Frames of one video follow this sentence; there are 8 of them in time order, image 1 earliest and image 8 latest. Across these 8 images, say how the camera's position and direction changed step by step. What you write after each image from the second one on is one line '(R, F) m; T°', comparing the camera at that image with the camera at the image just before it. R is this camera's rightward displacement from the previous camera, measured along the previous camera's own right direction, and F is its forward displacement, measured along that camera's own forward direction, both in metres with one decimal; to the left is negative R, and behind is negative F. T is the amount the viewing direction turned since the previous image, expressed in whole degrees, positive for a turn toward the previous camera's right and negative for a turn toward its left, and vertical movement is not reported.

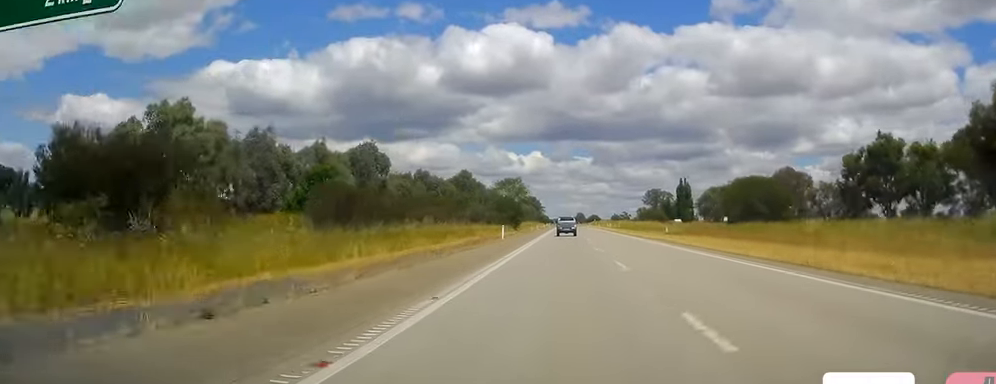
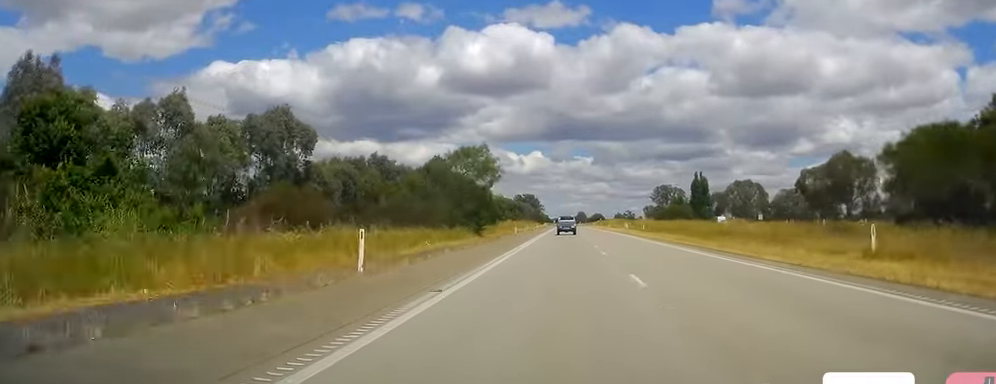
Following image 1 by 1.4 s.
(0.0, +41.2) m; 0°
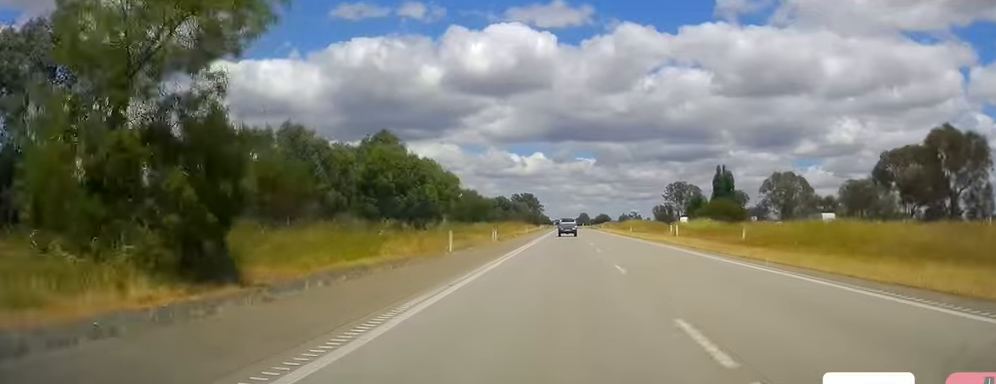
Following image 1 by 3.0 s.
(0.0, +44.1) m; 0°
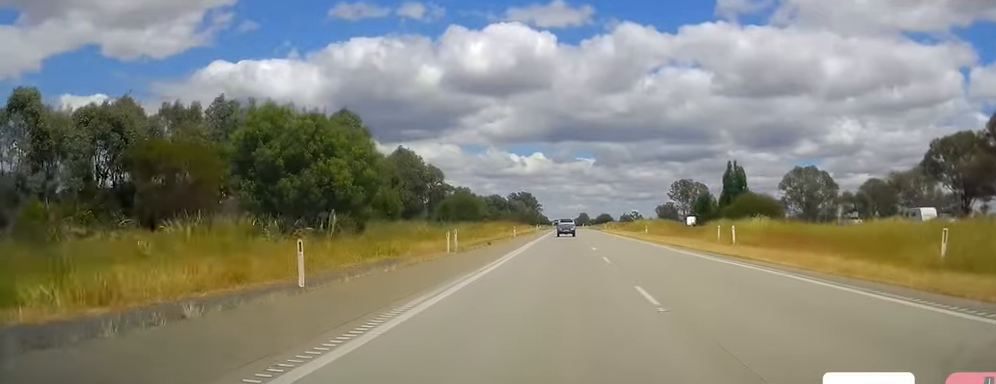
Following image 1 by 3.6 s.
(0.0, +19.2) m; 0°
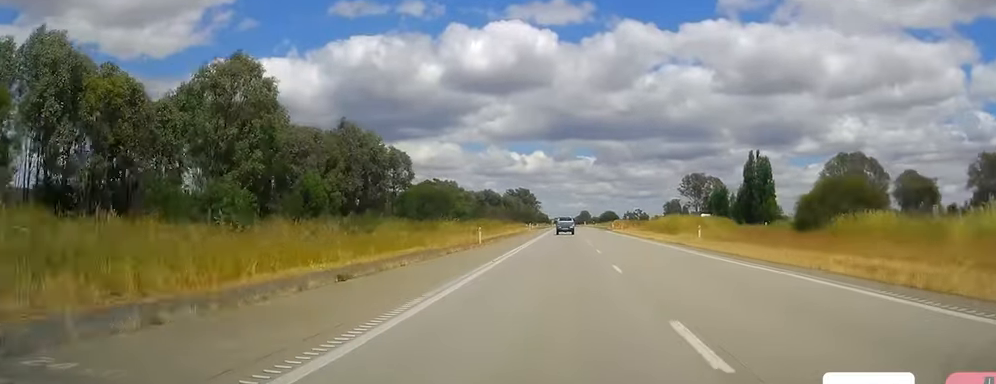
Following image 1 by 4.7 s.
(0.0, +29.8) m; 0°
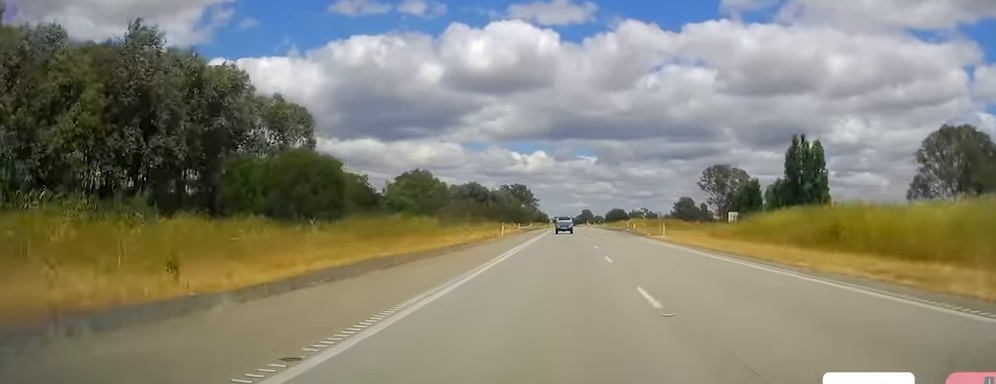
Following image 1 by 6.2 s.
(0.0, +44.2) m; 0°
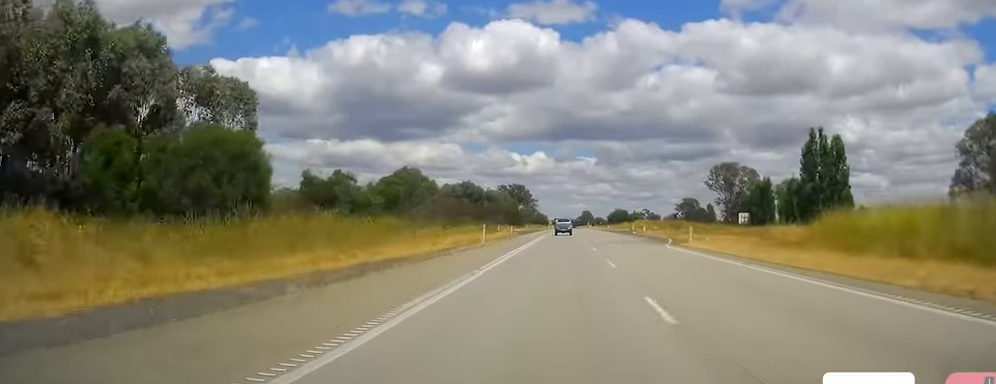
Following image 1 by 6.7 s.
(0.0, +13.4) m; 0°
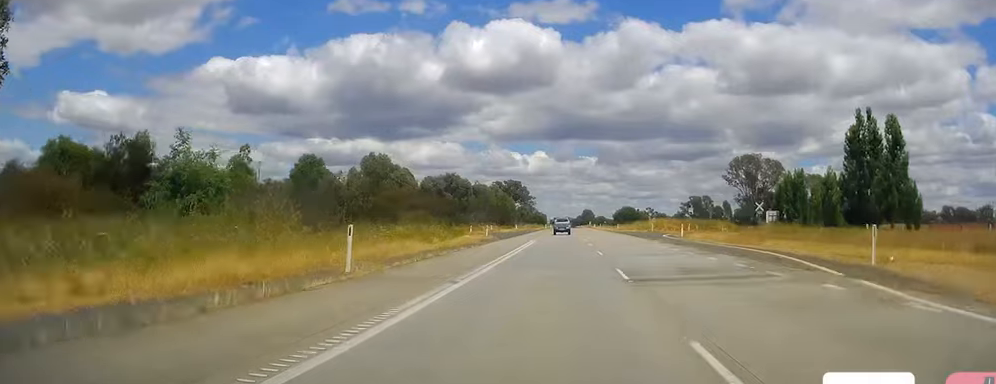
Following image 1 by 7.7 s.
(0.0, +28.8) m; 0°
